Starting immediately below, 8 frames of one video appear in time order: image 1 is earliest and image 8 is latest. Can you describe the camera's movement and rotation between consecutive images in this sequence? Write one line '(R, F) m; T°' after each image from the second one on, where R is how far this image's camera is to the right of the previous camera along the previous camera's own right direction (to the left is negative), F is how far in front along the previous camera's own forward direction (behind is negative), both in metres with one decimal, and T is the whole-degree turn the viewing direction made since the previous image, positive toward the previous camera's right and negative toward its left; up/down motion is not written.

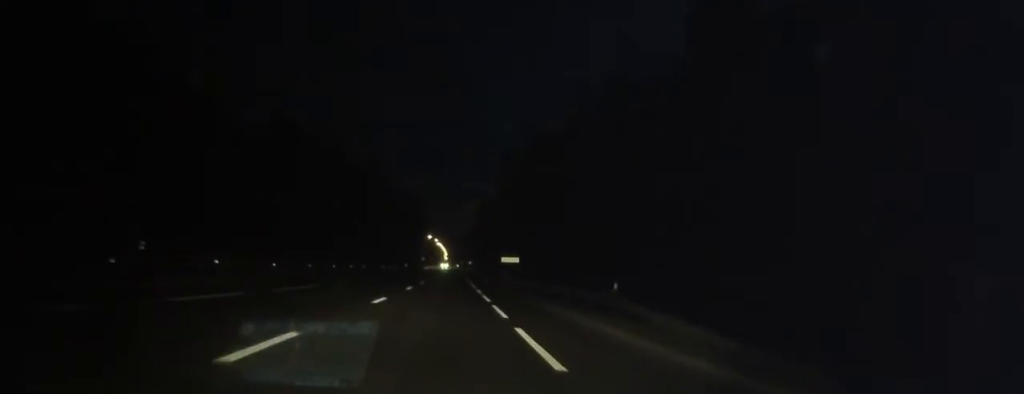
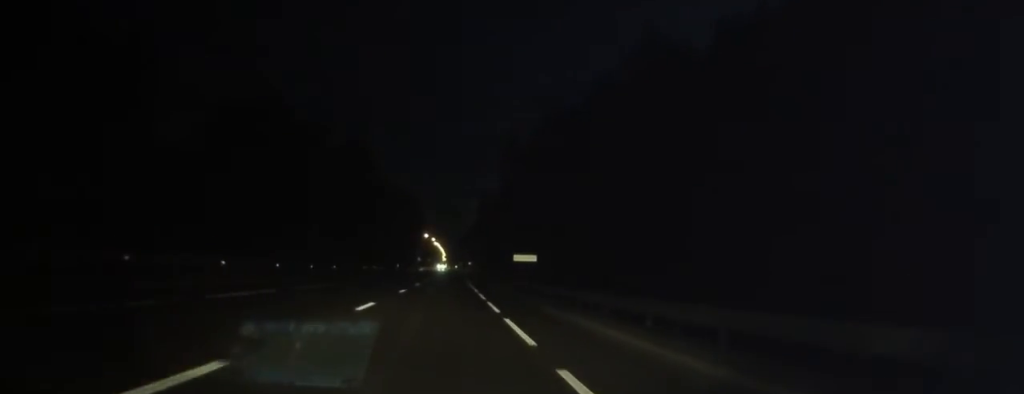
(-0.1, +15.4) m; -2°
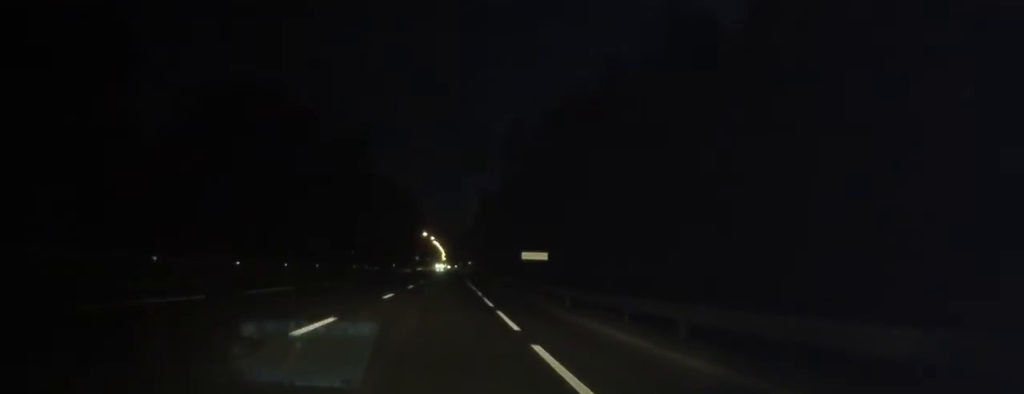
(+0.1, +6.3) m; -1°
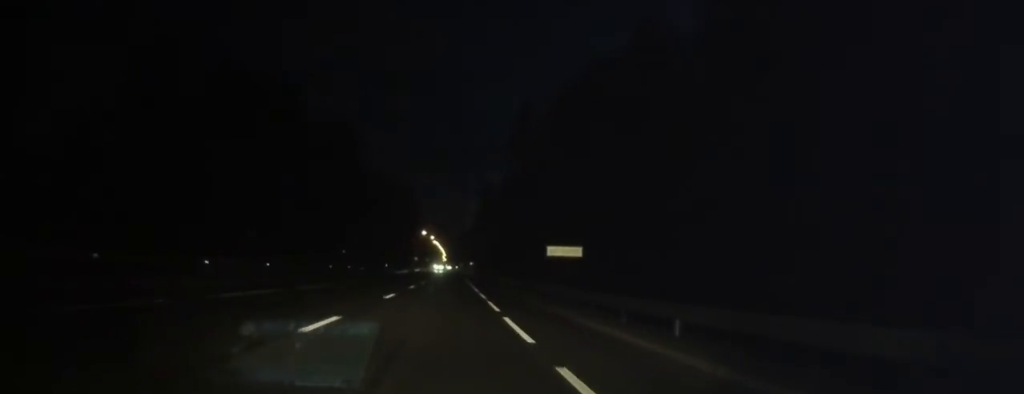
(-0.4, +11.8) m; 0°
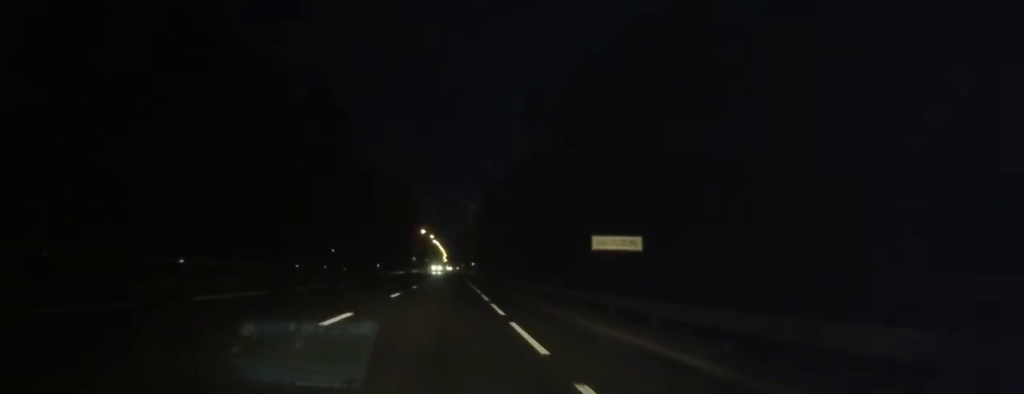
(+0.2, +10.8) m; +1°
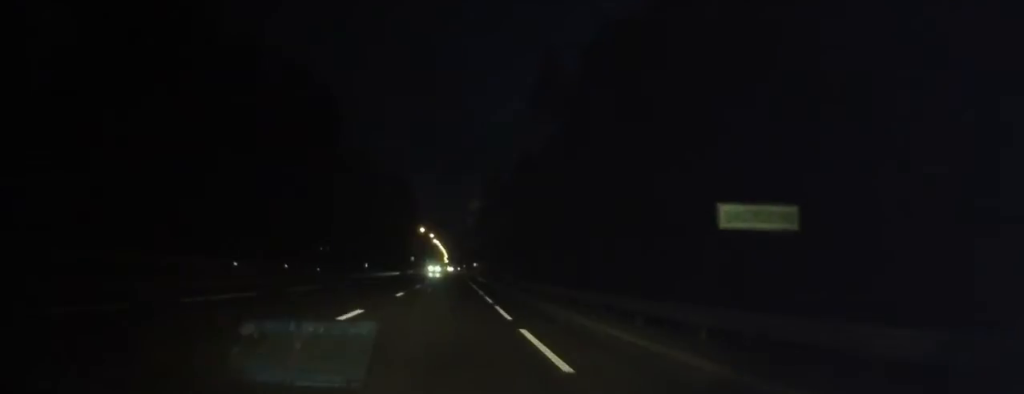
(+0.2, +11.2) m; +1°
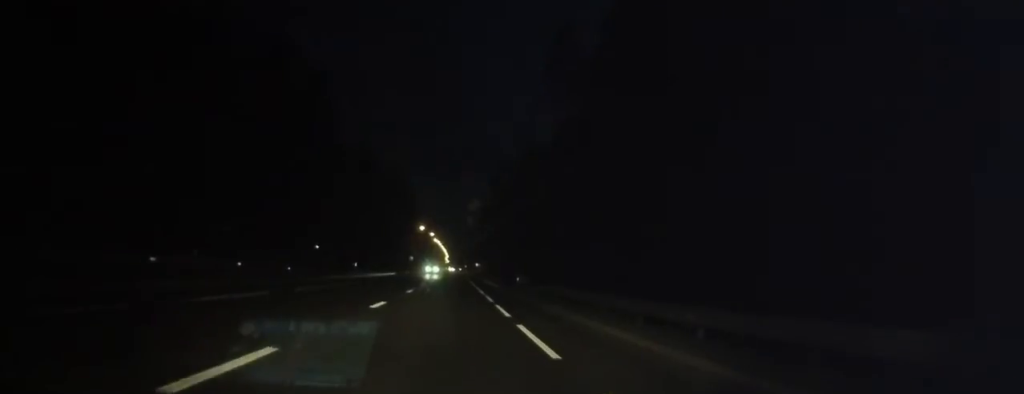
(0.0, +7.9) m; -1°
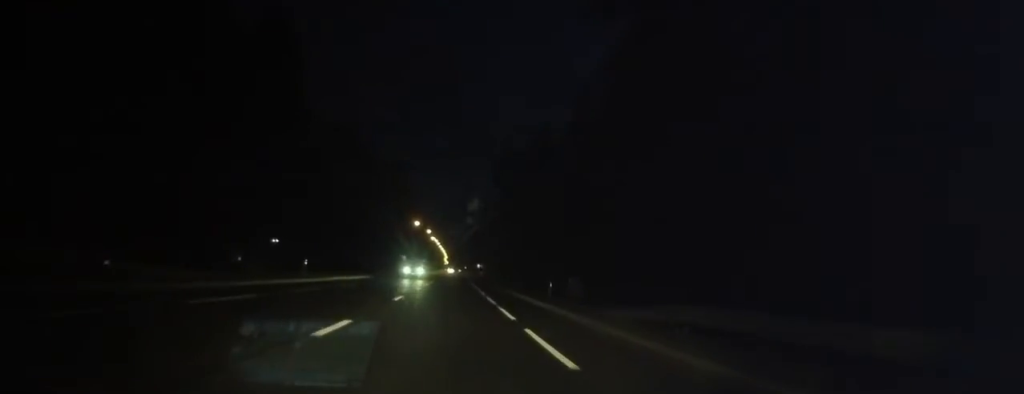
(-0.3, +18.8) m; 0°
